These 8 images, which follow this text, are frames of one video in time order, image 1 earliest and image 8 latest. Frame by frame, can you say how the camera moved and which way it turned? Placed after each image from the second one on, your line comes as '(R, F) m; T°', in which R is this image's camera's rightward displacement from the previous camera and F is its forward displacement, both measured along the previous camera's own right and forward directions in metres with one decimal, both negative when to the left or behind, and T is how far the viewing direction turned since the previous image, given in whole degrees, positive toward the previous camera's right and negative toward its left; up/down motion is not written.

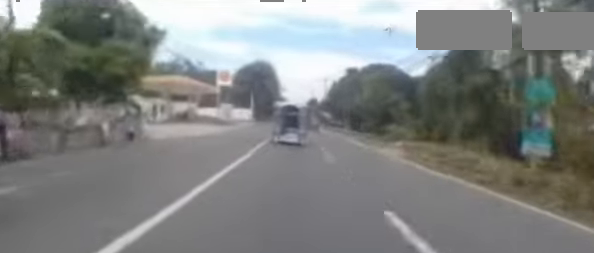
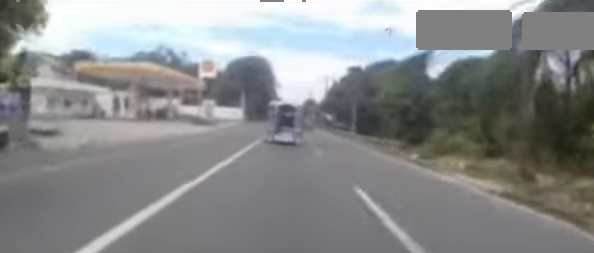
(+0.1, +7.8) m; +1°
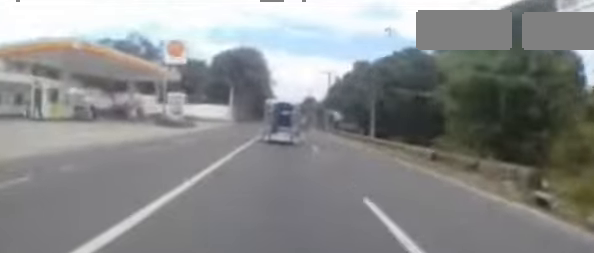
(+0.2, +10.2) m; 0°
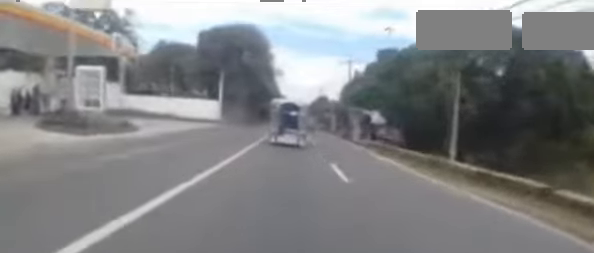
(-0.5, +13.4) m; -2°
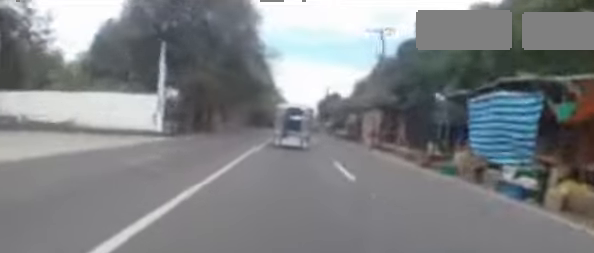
(+0.6, +18.0) m; +3°
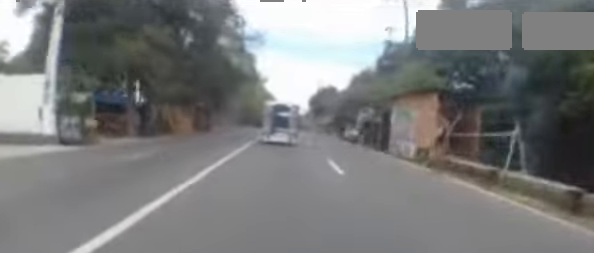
(0.0, +8.7) m; 0°
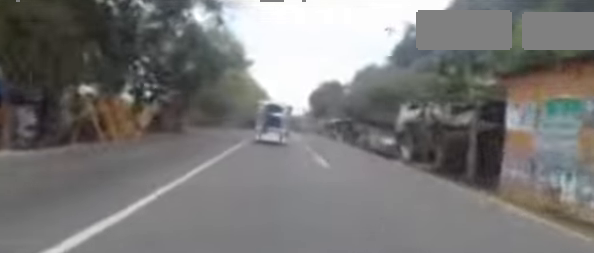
(0.0, +8.3) m; 0°
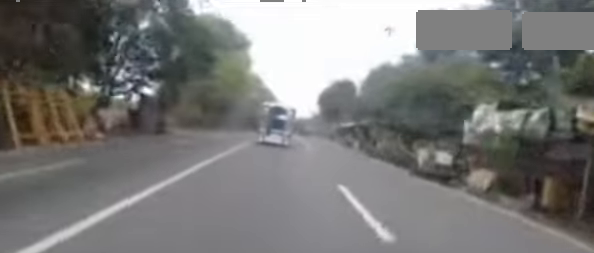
(0.0, +4.7) m; 0°
